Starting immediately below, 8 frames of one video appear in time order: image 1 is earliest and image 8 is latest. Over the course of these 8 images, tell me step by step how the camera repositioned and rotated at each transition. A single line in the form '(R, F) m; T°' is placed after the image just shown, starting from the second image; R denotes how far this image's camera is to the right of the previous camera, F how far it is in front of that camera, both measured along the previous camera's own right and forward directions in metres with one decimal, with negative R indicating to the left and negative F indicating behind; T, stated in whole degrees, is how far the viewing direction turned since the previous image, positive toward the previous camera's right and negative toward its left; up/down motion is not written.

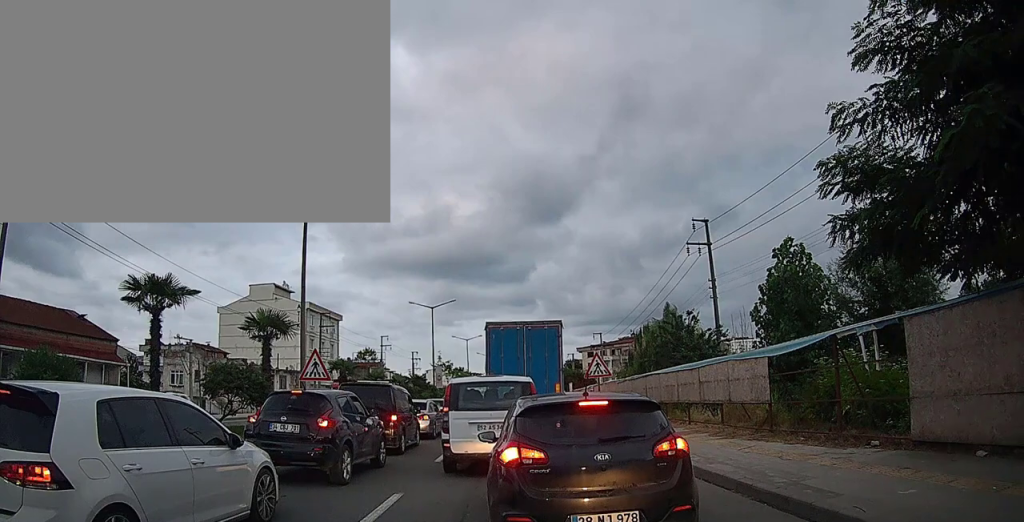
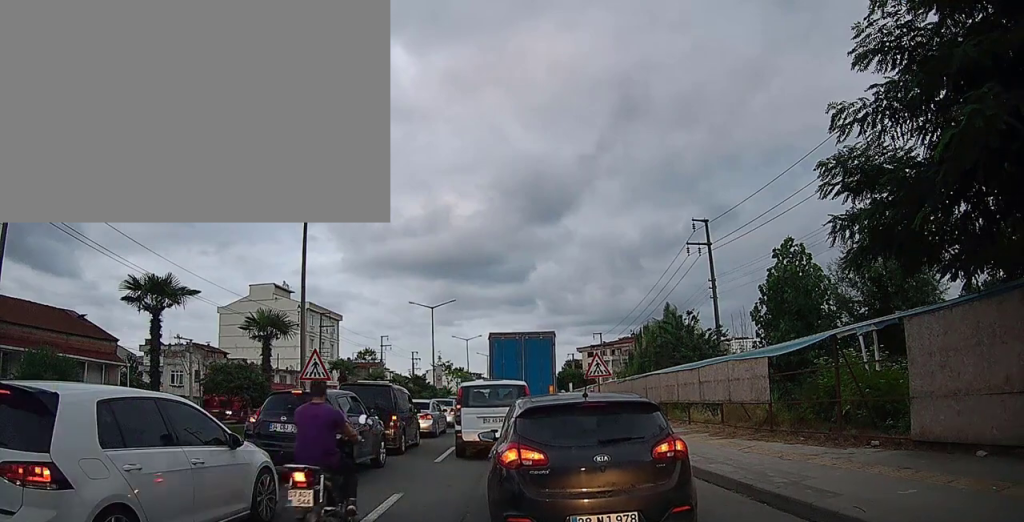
(0.0, 0.0) m; 0°
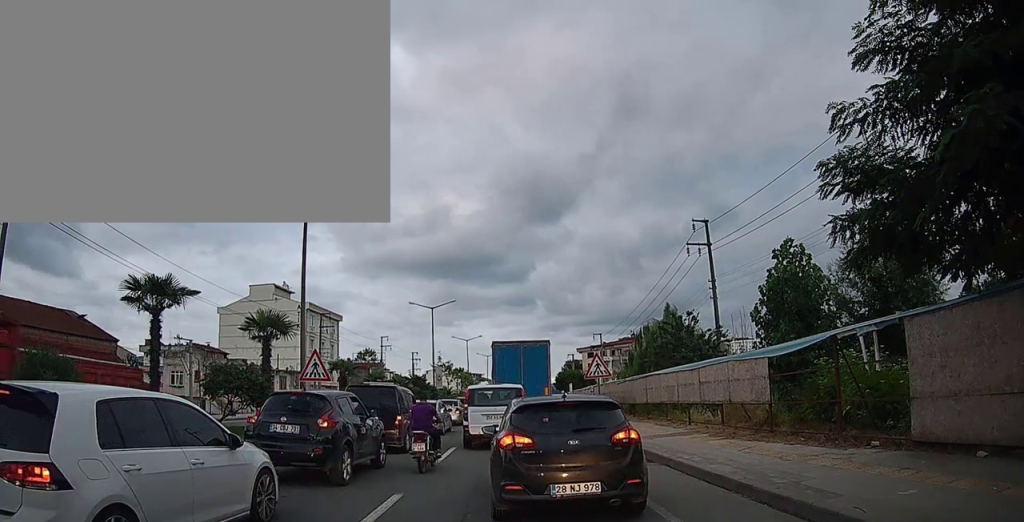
(0.0, 0.0) m; 0°
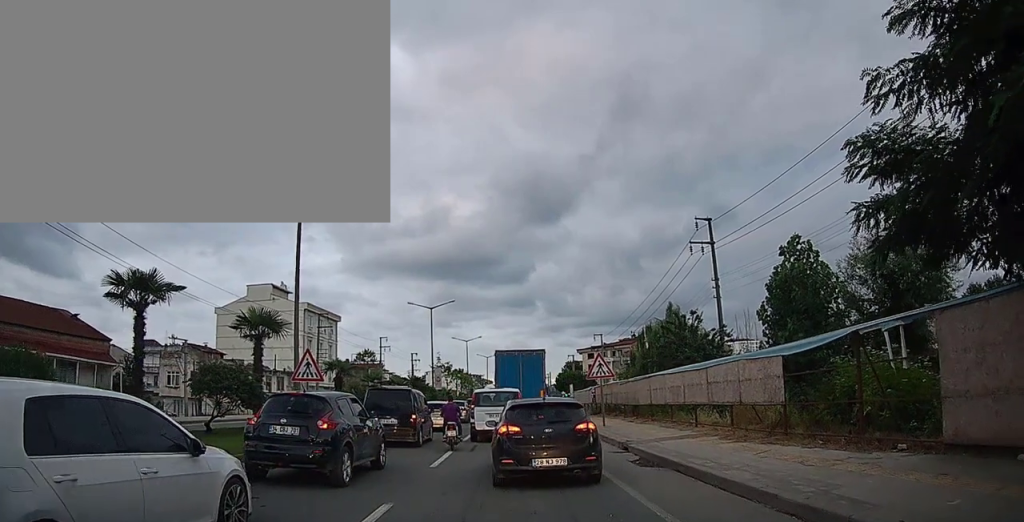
(+0.1, +0.5) m; 0°
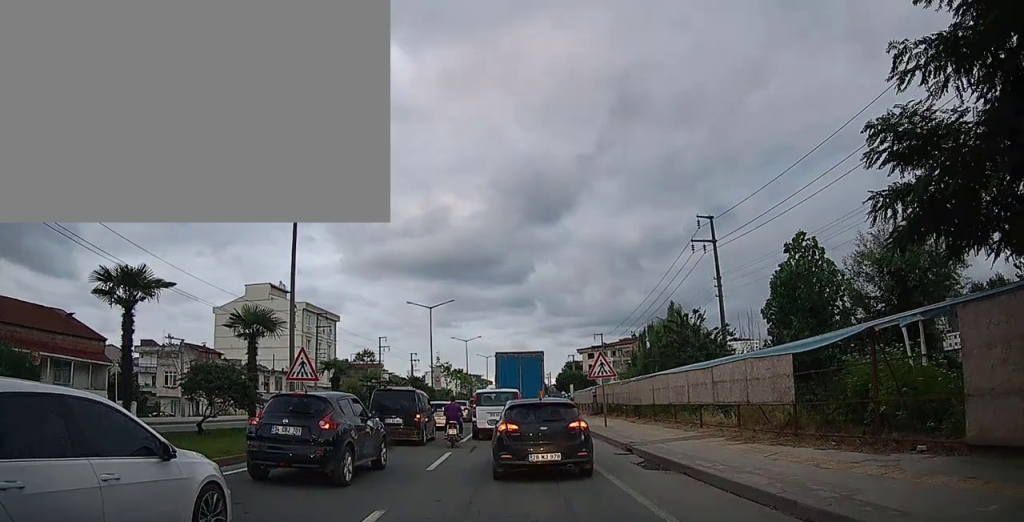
(0.0, +0.3) m; 0°
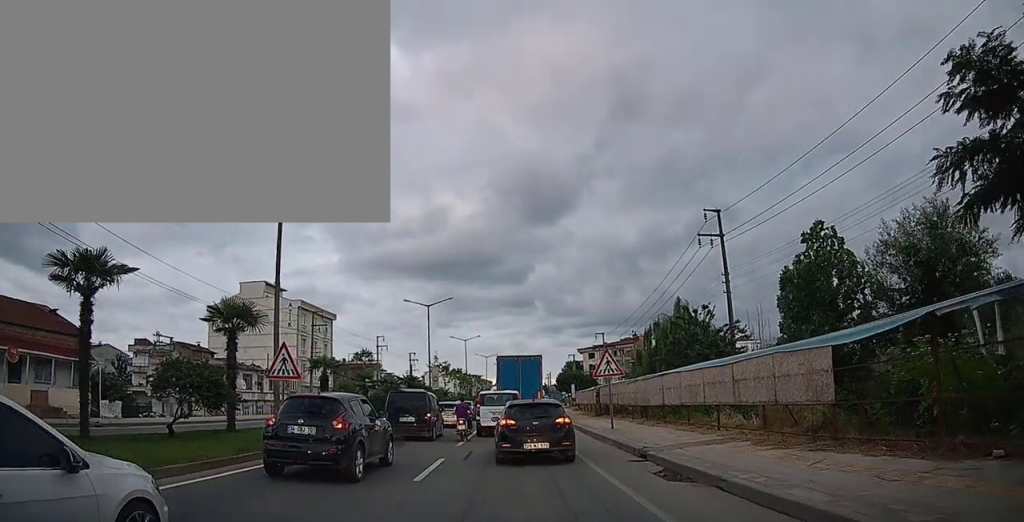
(0.0, +1.3) m; -1°
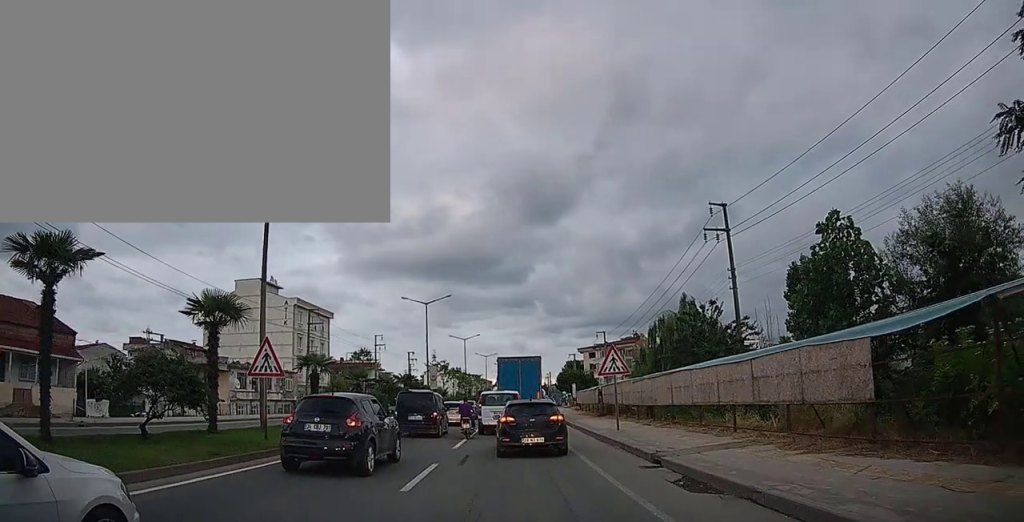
(0.0, +1.1) m; -1°
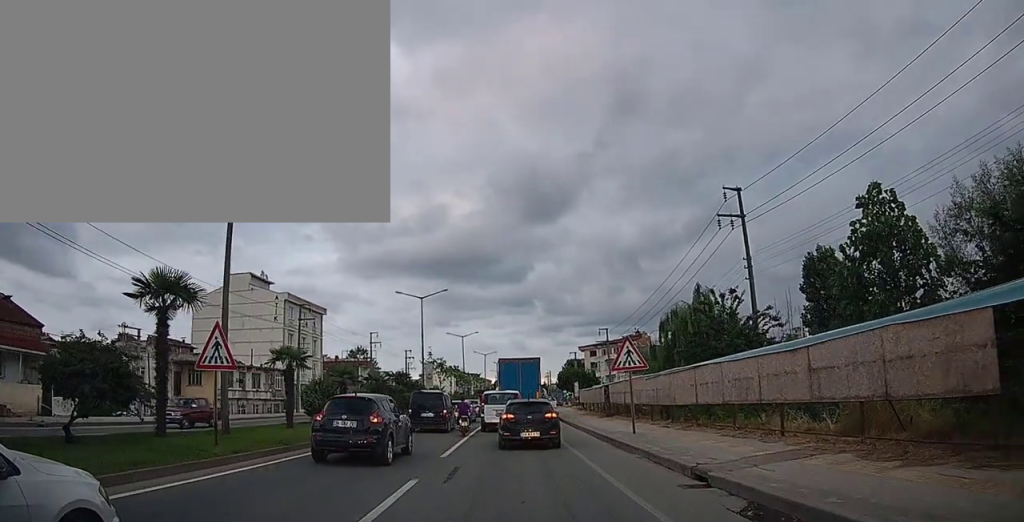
(0.0, +2.4) m; +1°
